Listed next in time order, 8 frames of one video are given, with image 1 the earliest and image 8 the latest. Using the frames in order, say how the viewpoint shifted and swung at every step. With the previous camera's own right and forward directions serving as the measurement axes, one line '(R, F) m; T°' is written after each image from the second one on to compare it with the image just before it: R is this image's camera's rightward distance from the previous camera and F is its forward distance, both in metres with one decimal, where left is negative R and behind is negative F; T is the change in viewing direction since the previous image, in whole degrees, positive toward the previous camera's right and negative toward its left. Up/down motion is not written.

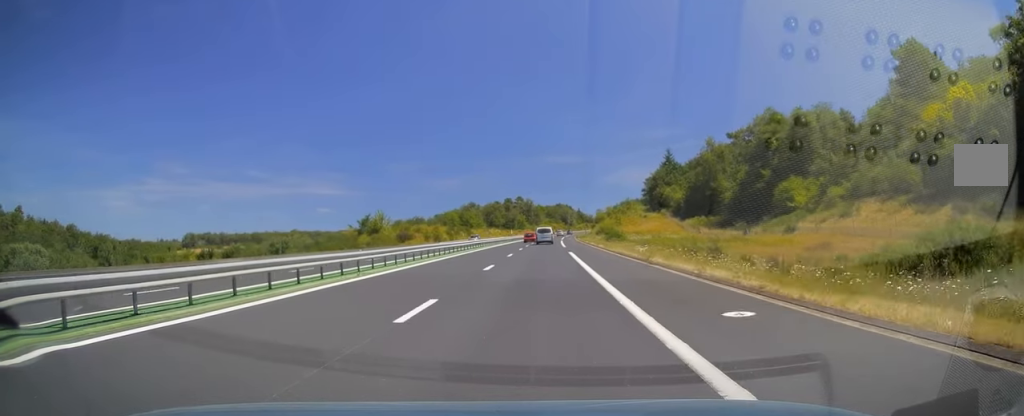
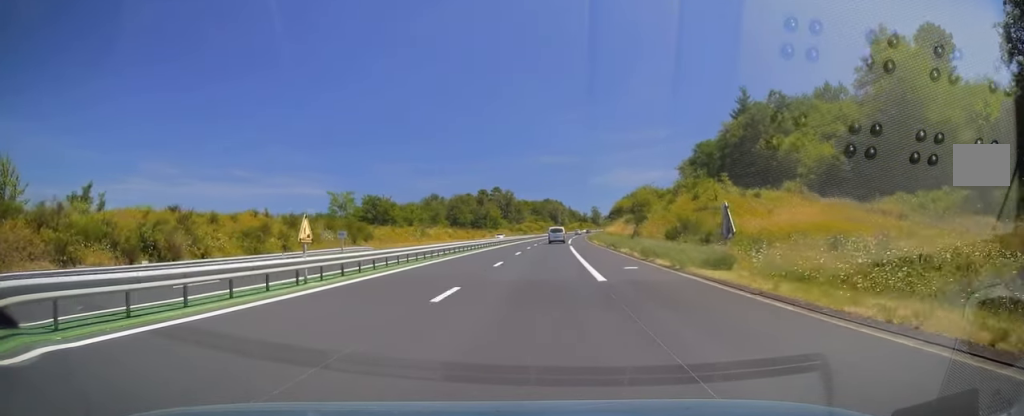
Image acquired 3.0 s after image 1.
(+1.7, +87.8) m; +2°
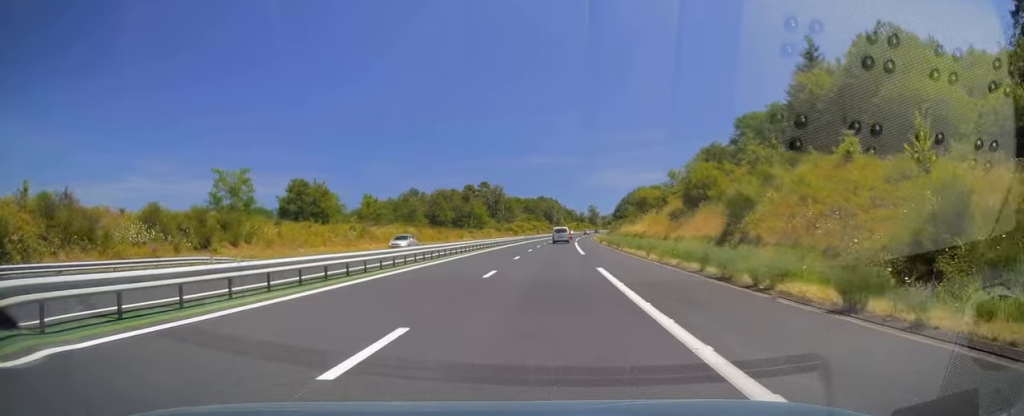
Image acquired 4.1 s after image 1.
(+0.1, +32.4) m; 0°
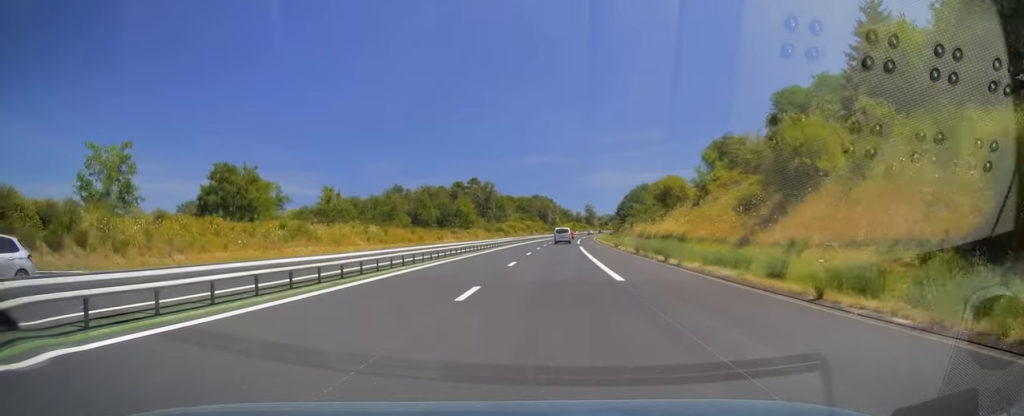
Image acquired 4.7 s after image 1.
(0.0, +19.1) m; +1°
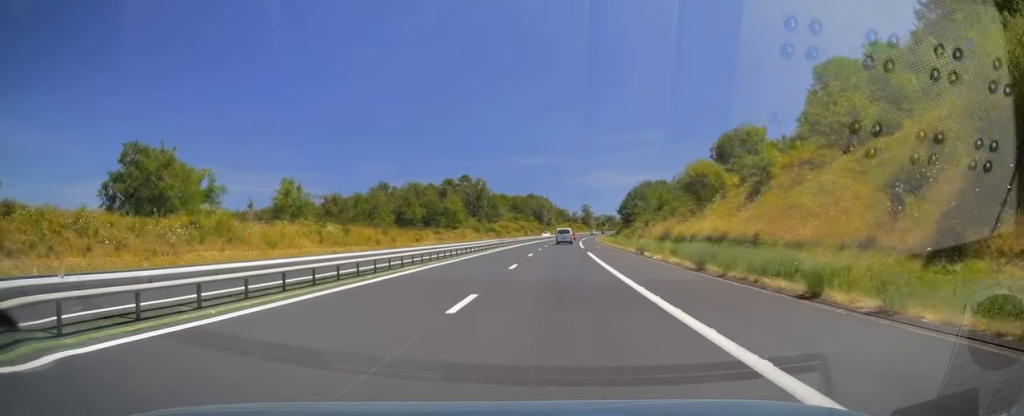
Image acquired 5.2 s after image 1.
(+0.2, +14.7) m; +1°
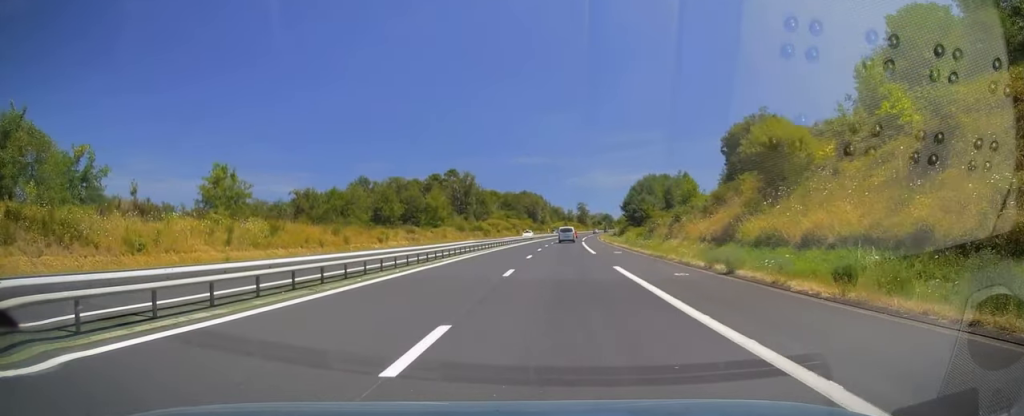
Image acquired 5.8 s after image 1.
(+0.1, +17.7) m; +1°
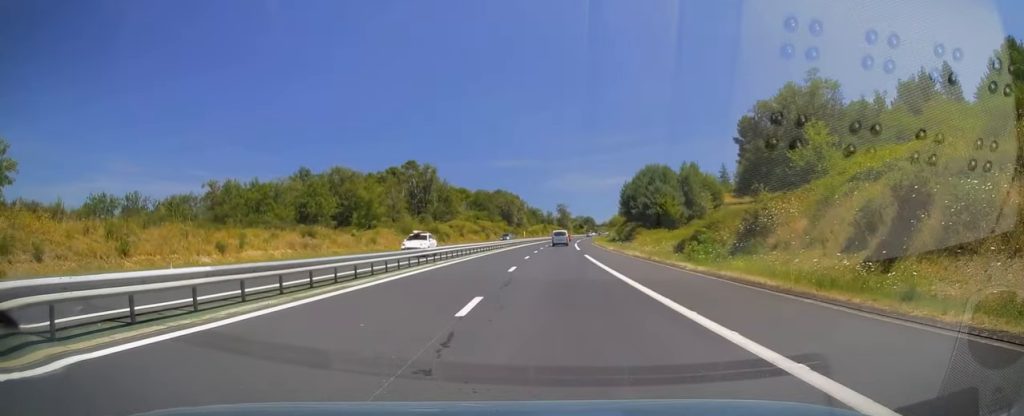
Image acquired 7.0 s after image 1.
(+0.4, +34.3) m; +1°
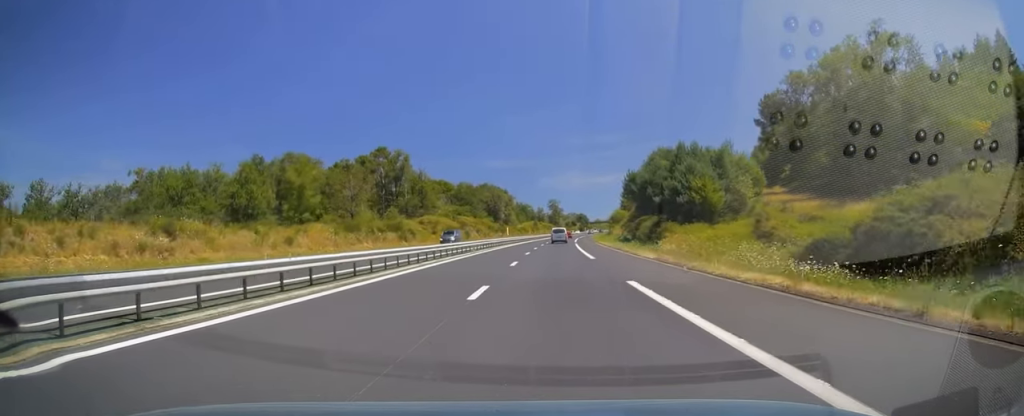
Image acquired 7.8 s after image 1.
(+0.3, +23.5) m; +1°
